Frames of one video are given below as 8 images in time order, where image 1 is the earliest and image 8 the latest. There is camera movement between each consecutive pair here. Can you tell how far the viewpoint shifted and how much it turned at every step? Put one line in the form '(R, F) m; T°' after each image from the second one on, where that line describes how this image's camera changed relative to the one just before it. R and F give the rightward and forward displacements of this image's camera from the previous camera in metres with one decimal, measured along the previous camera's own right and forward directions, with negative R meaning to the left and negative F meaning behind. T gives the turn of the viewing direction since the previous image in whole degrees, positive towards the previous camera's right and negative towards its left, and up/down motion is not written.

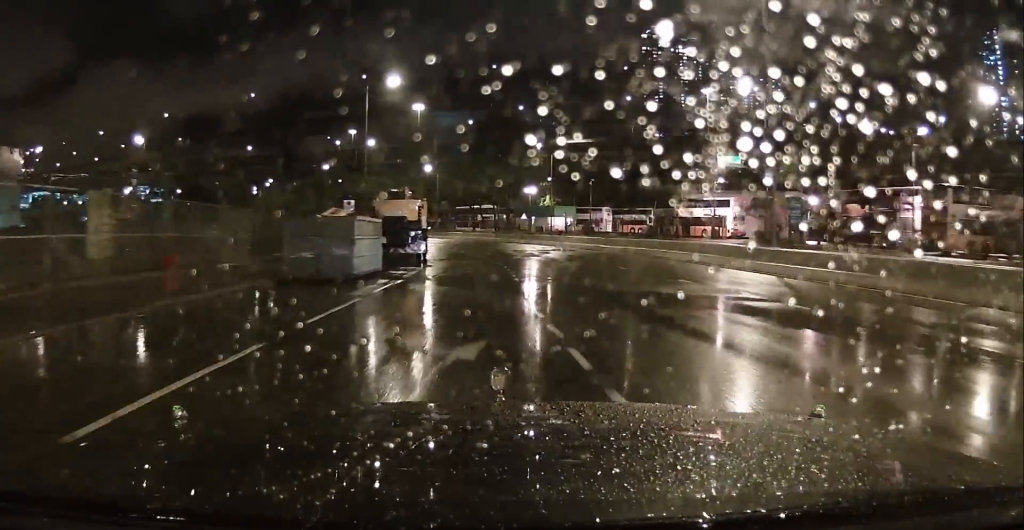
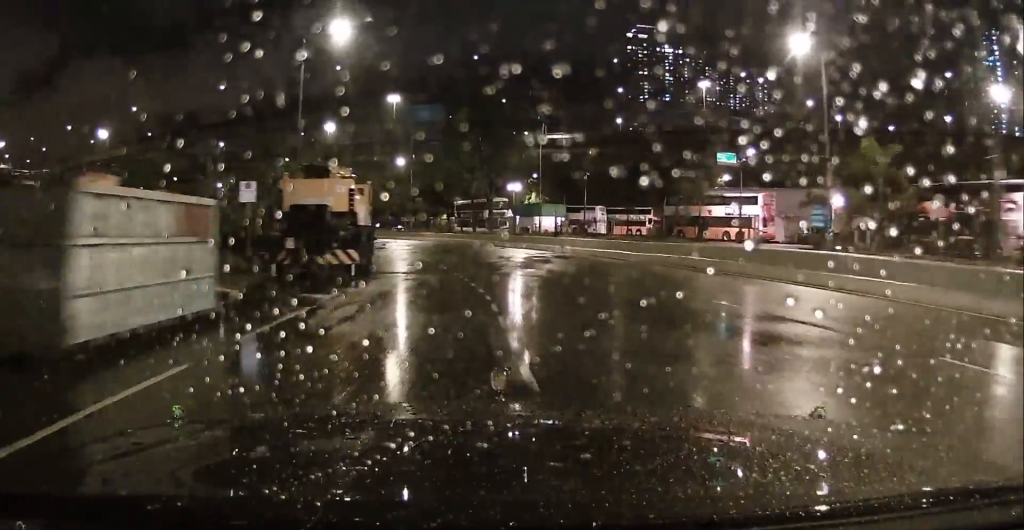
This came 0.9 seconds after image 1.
(0.0, +13.1) m; +1°
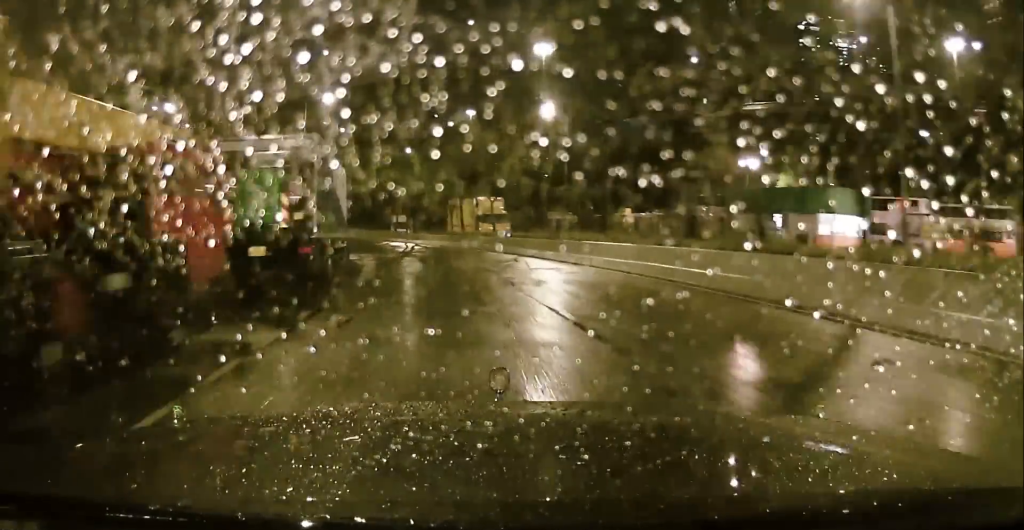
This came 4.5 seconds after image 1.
(-3.4, +52.3) m; -11°
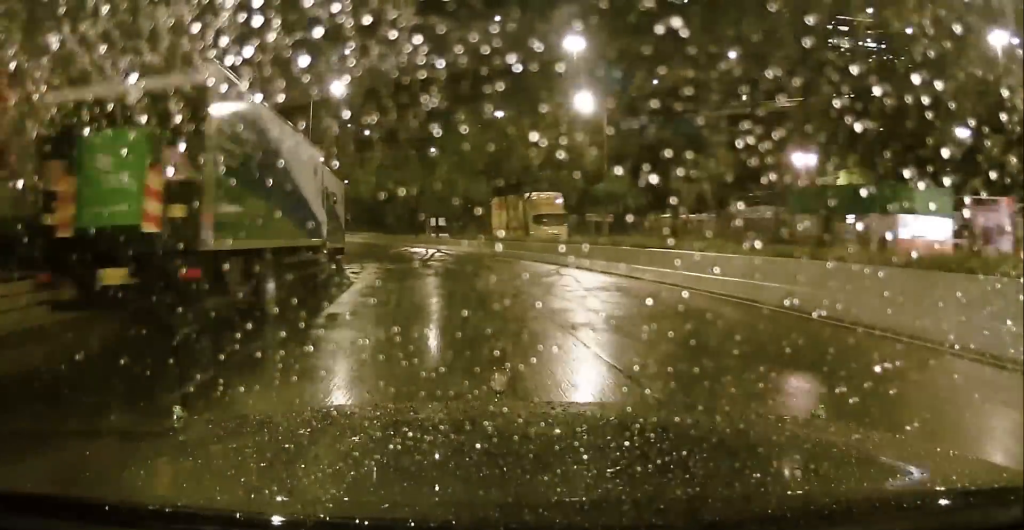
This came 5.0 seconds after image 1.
(-0.3, +7.0) m; -1°
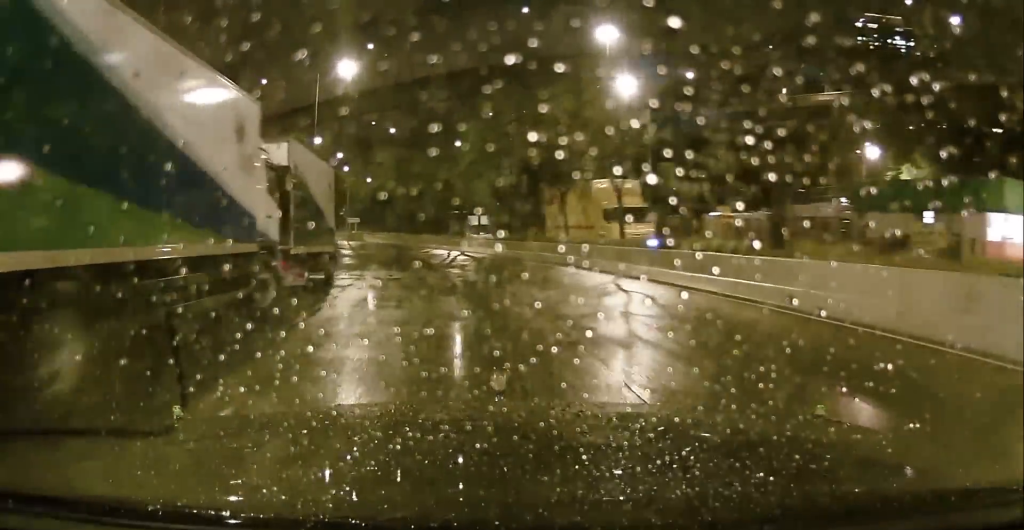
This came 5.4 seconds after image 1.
(0.0, +6.3) m; -2°
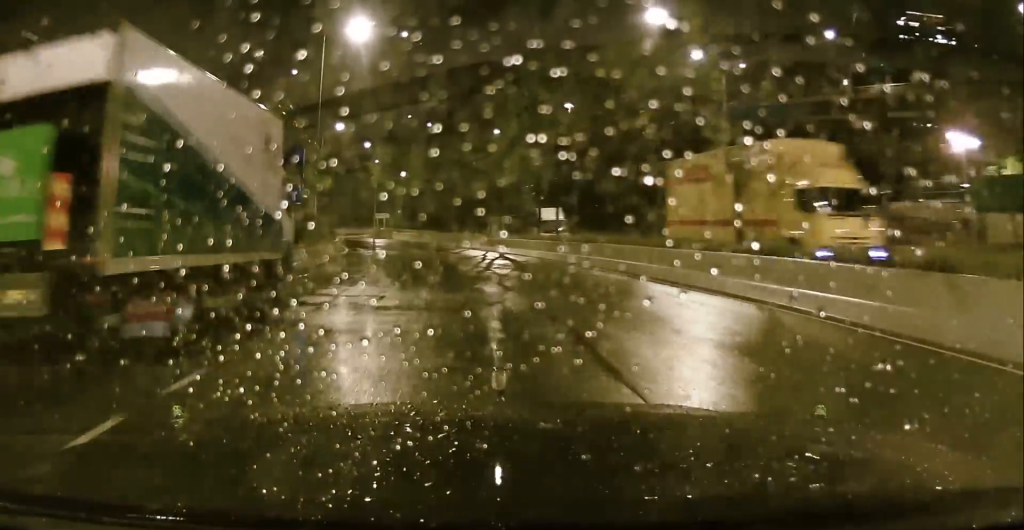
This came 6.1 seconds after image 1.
(+0.2, +8.9) m; -3°
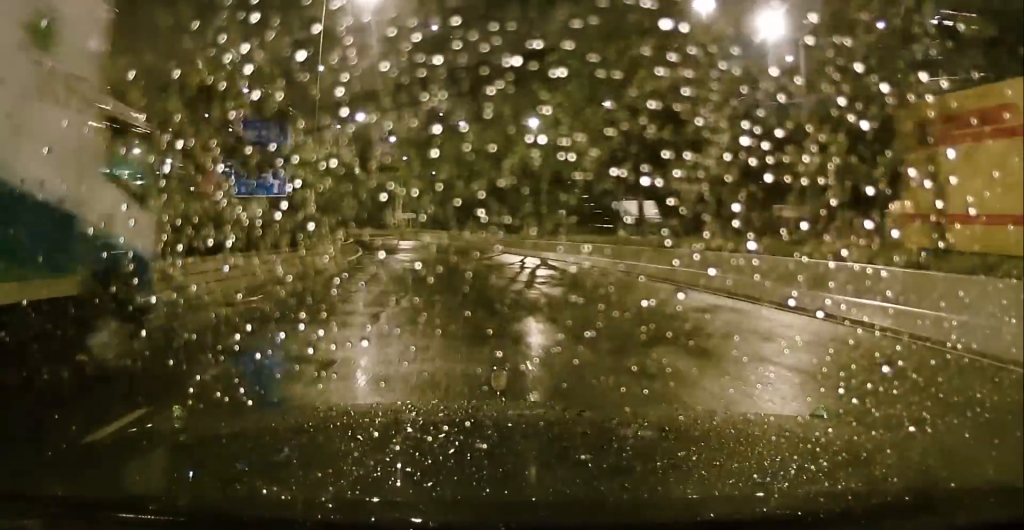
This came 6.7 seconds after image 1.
(-0.5, +7.2) m; -4°
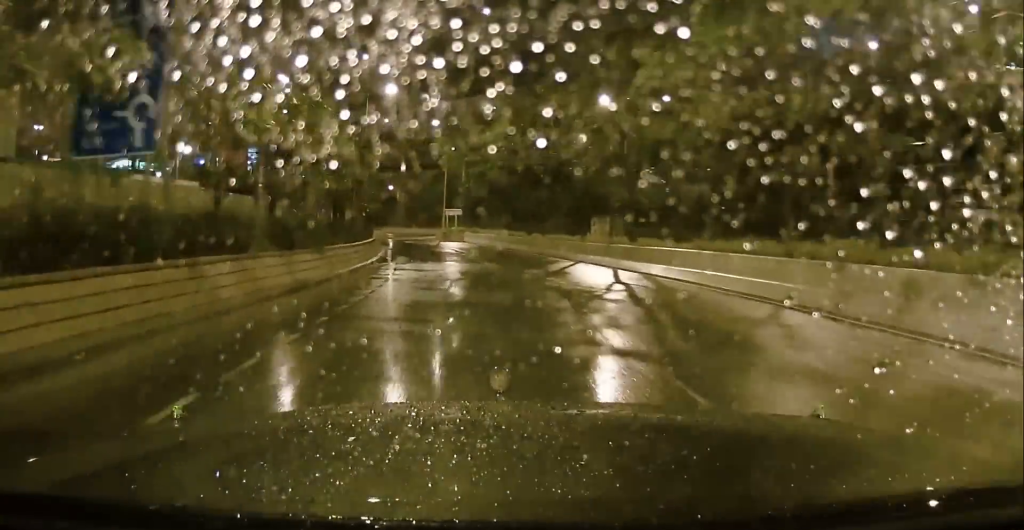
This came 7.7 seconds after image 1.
(-1.0, +13.1) m; -6°
